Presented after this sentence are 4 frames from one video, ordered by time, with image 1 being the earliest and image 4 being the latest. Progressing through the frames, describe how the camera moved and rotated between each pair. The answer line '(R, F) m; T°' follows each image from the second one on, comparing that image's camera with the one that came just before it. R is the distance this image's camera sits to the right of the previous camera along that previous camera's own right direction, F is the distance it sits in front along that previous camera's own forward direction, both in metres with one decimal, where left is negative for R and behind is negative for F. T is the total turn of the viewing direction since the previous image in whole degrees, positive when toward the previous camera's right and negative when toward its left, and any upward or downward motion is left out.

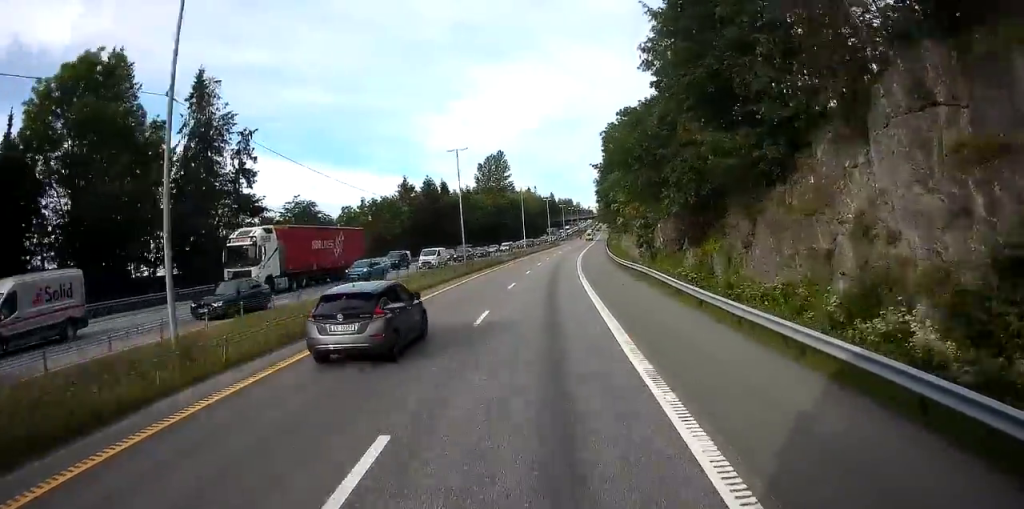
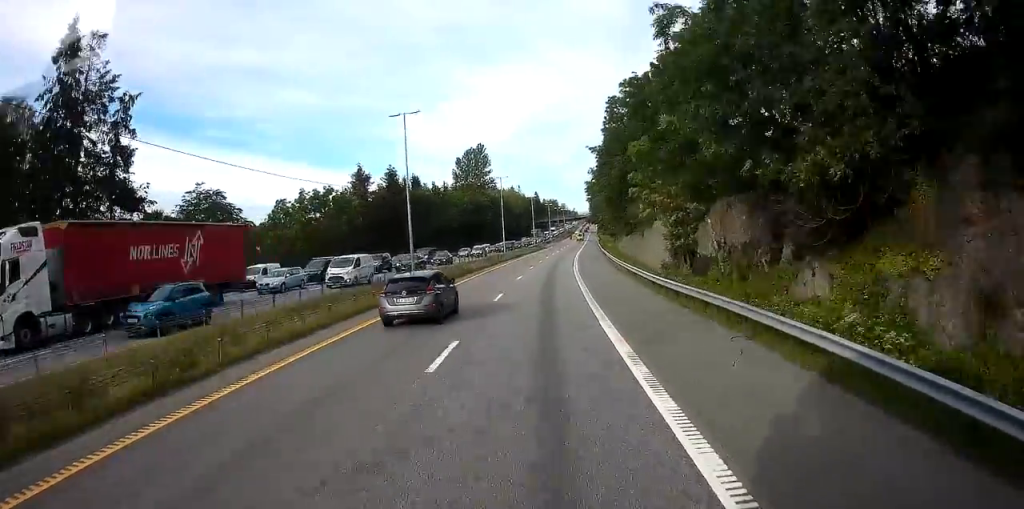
(+0.4, +17.2) m; +1°
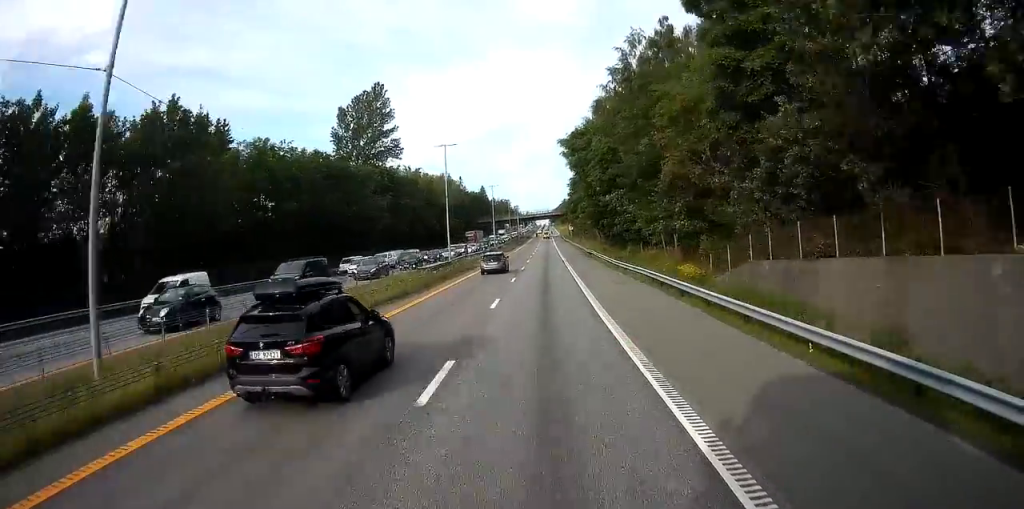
(+1.7, +73.9) m; +3°
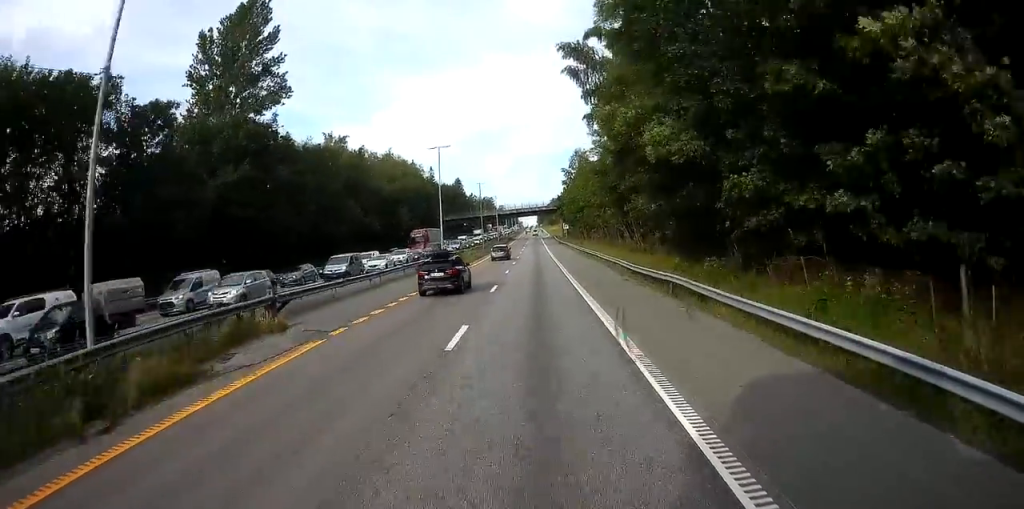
(+0.9, +44.3) m; +1°
